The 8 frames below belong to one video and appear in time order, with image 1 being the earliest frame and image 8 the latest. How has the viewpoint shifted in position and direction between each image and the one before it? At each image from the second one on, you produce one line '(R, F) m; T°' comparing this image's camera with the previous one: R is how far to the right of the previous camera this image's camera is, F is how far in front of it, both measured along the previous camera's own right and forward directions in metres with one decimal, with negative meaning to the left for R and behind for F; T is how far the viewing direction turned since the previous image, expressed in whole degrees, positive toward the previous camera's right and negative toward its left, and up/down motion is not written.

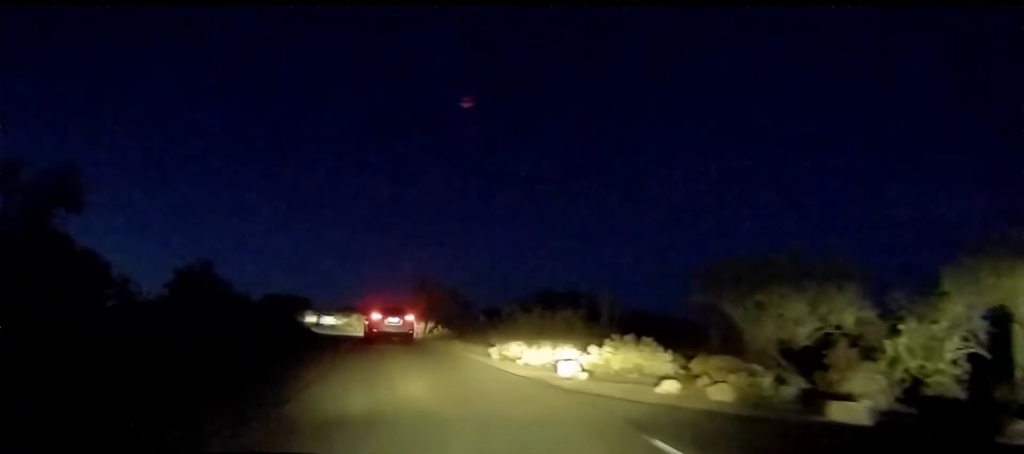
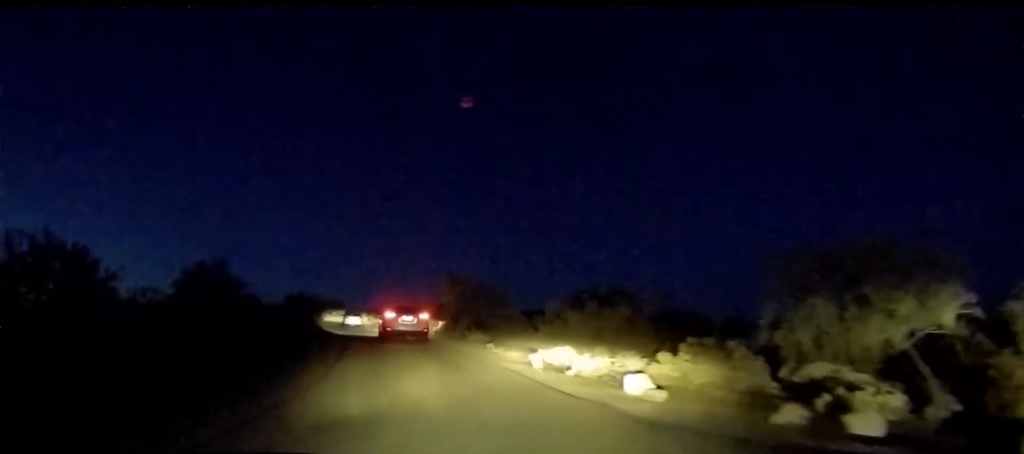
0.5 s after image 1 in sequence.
(+0.1, +3.4) m; -4°
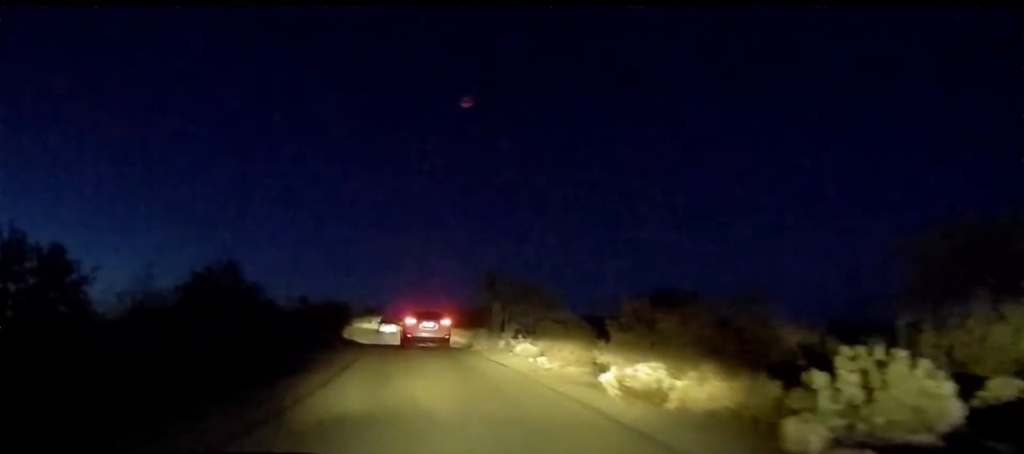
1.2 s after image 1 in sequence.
(-0.5, +4.4) m; -10°
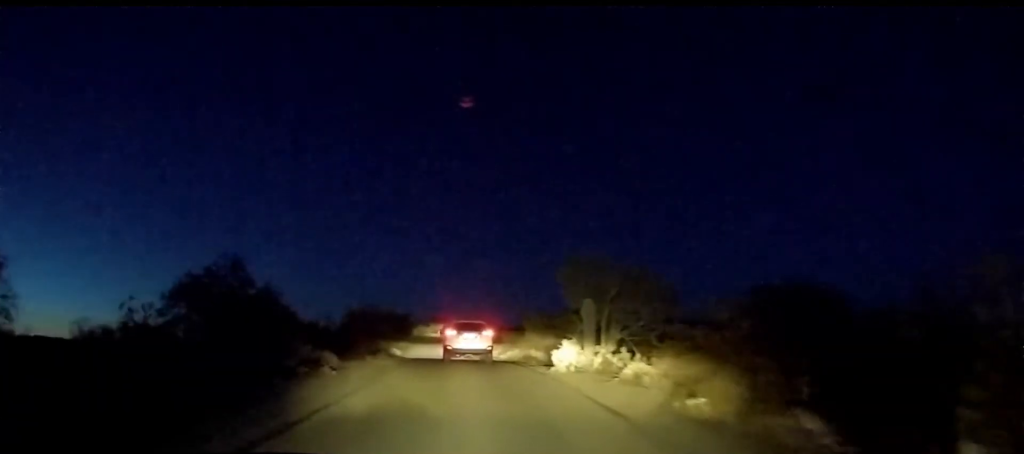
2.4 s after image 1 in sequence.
(-1.0, +7.7) m; -9°
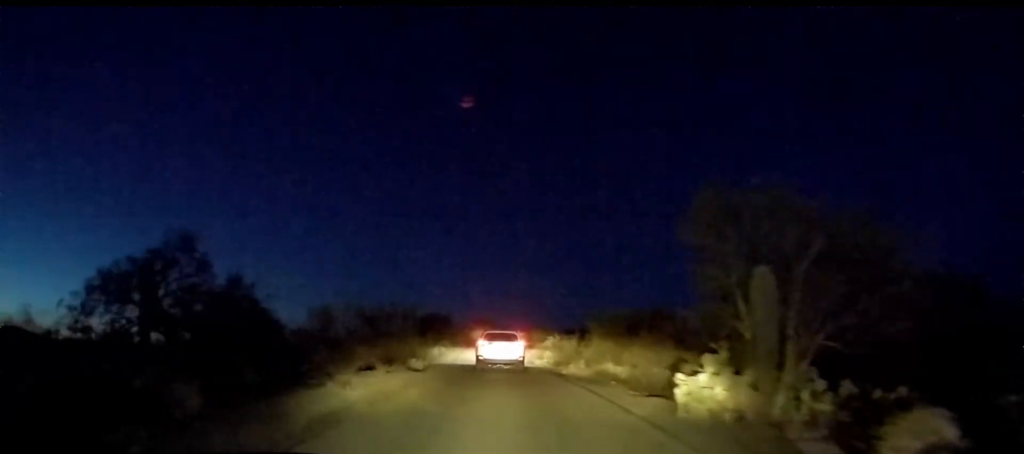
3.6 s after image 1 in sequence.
(0.0, +8.5) m; -2°
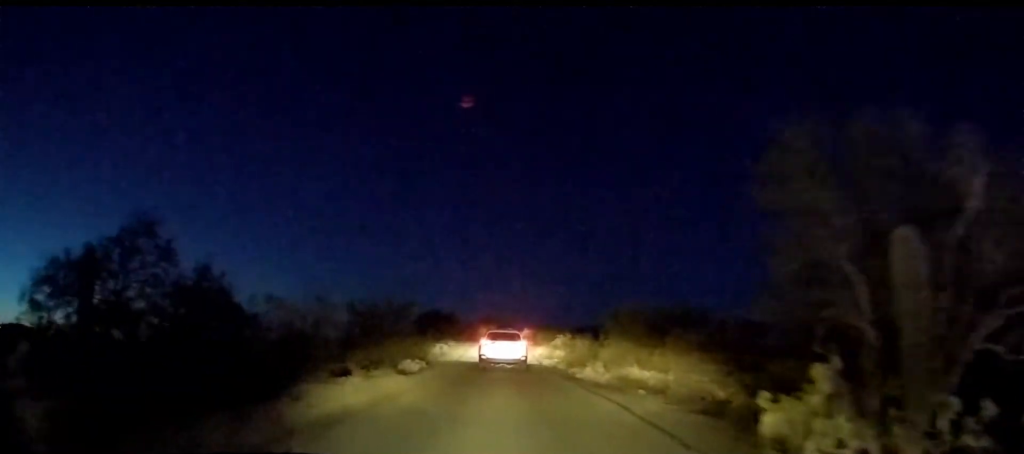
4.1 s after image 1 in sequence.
(-0.1, +2.8) m; -1°
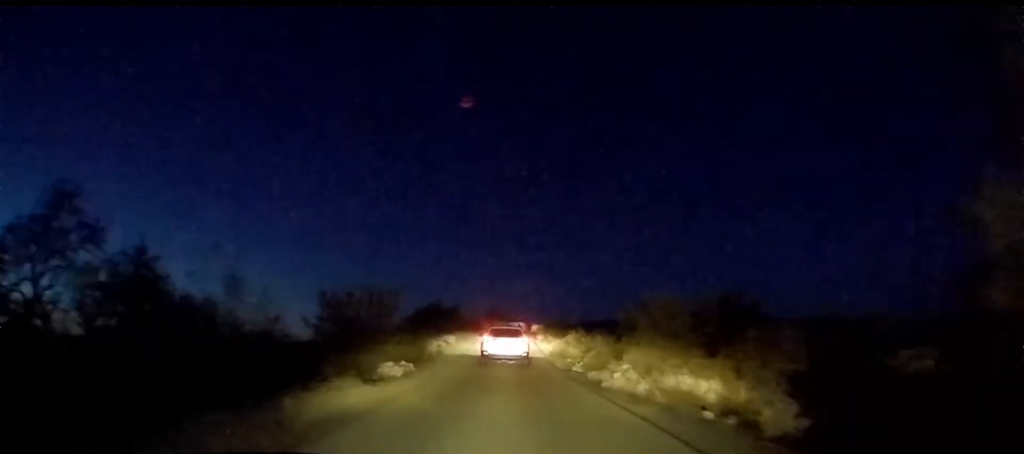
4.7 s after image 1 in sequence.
(-0.1, +4.0) m; -3°
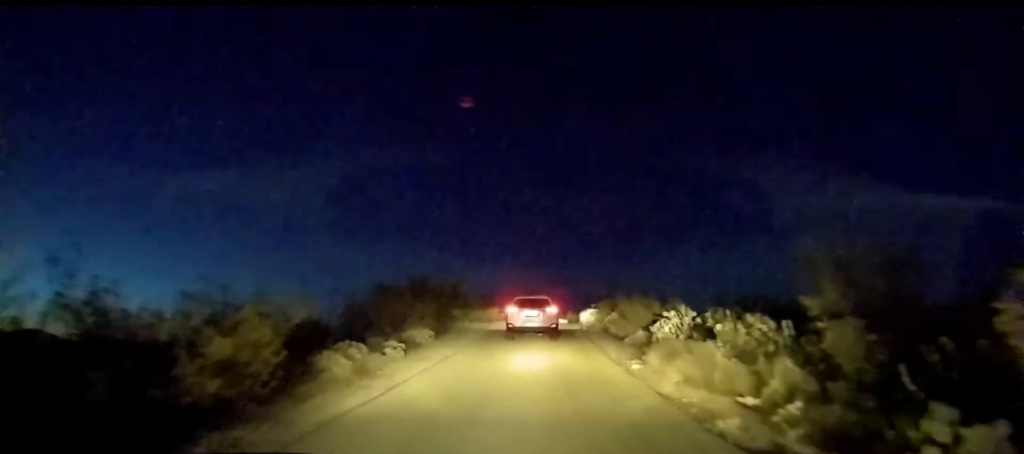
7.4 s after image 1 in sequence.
(-0.4, +17.0) m; -2°
